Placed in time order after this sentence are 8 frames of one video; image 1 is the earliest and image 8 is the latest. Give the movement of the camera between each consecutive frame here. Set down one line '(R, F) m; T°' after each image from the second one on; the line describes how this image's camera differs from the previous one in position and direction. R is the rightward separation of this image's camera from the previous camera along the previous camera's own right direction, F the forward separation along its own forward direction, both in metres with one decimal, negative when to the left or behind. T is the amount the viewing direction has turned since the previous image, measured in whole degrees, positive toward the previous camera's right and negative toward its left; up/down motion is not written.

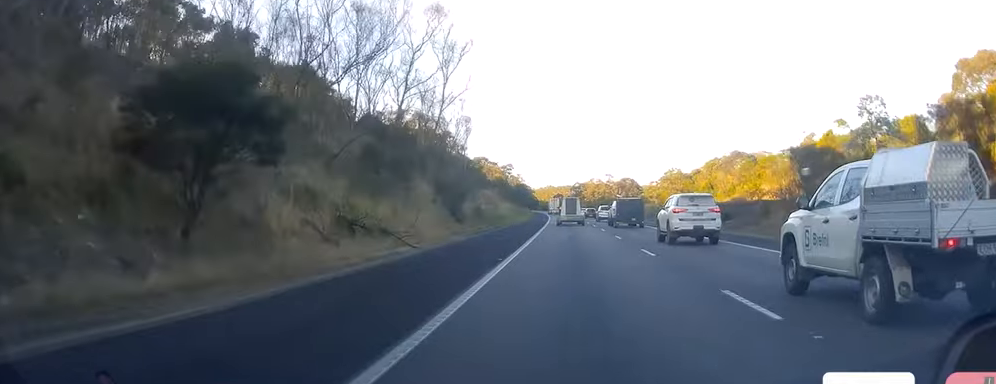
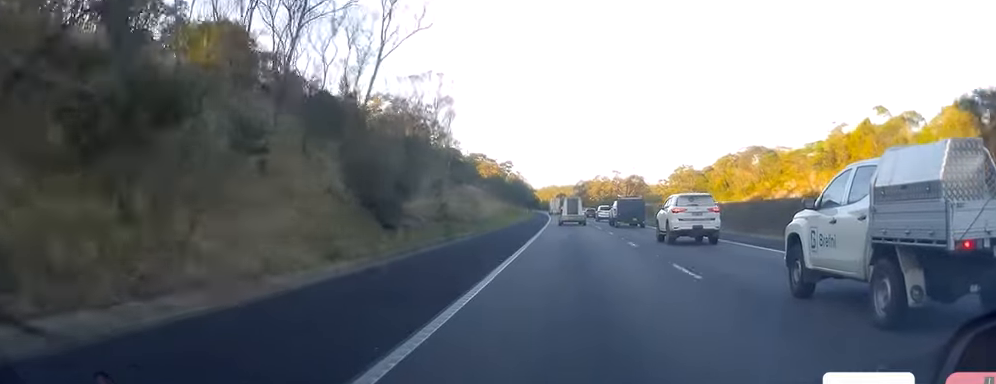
(-0.2, +18.8) m; 0°
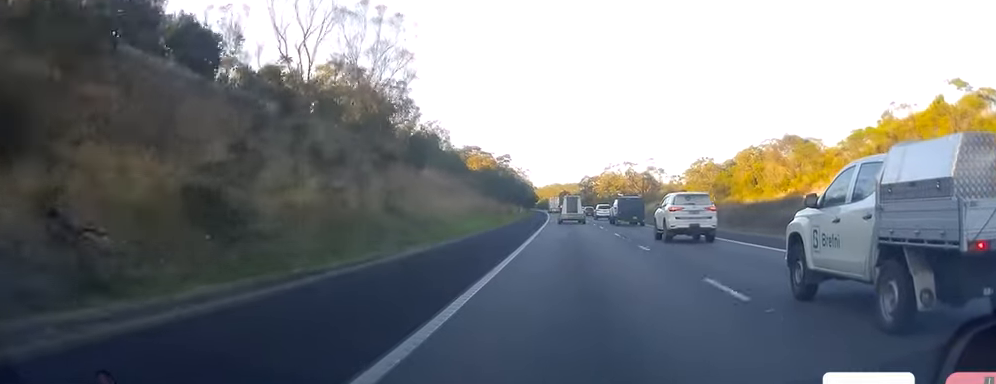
(+0.1, +27.7) m; 0°
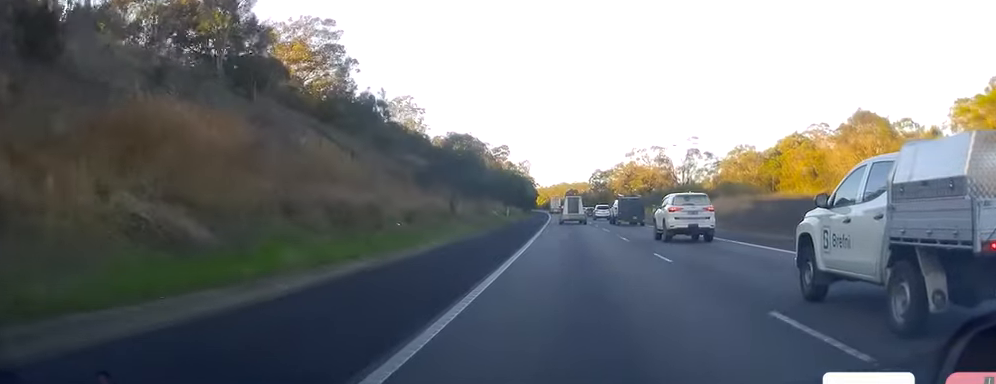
(-0.4, +40.3) m; -2°
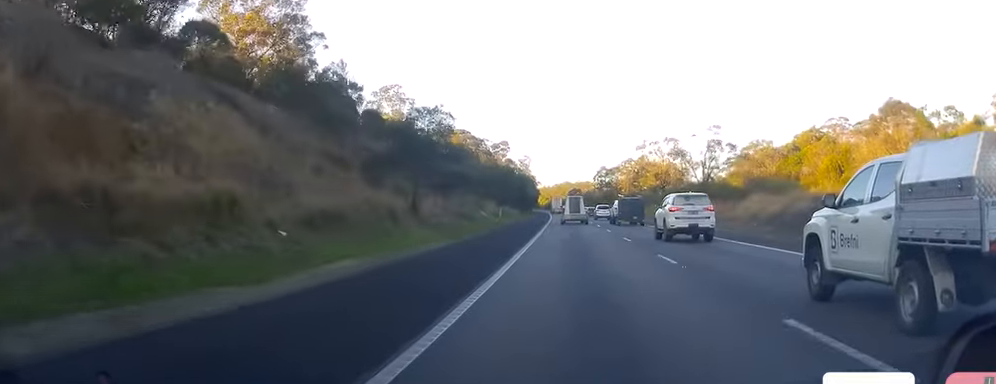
(-0.4, +12.6) m; 0°
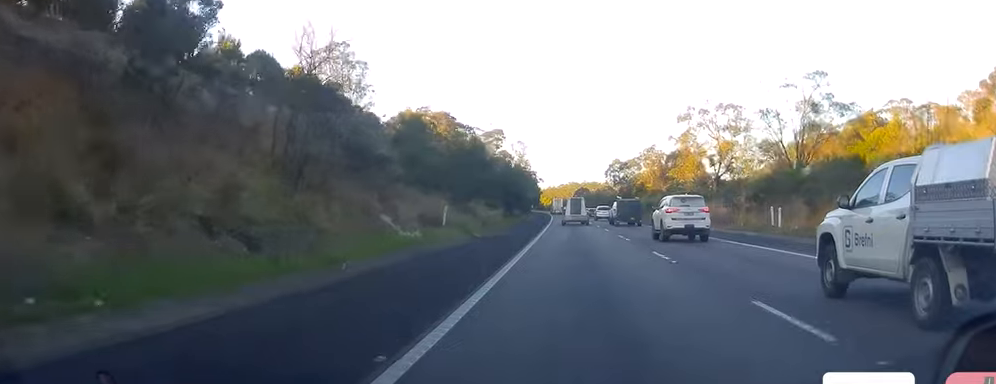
(+0.6, +34.3) m; +1°
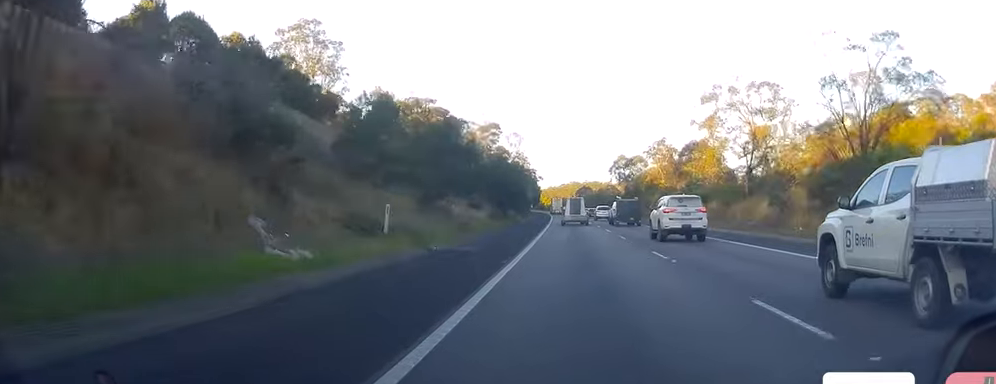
(-0.1, +11.7) m; -1°
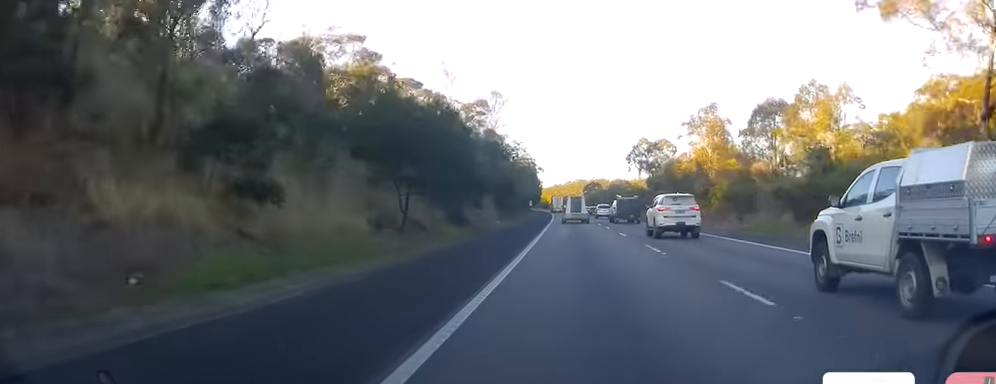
(-0.9, +33.5) m; -1°
